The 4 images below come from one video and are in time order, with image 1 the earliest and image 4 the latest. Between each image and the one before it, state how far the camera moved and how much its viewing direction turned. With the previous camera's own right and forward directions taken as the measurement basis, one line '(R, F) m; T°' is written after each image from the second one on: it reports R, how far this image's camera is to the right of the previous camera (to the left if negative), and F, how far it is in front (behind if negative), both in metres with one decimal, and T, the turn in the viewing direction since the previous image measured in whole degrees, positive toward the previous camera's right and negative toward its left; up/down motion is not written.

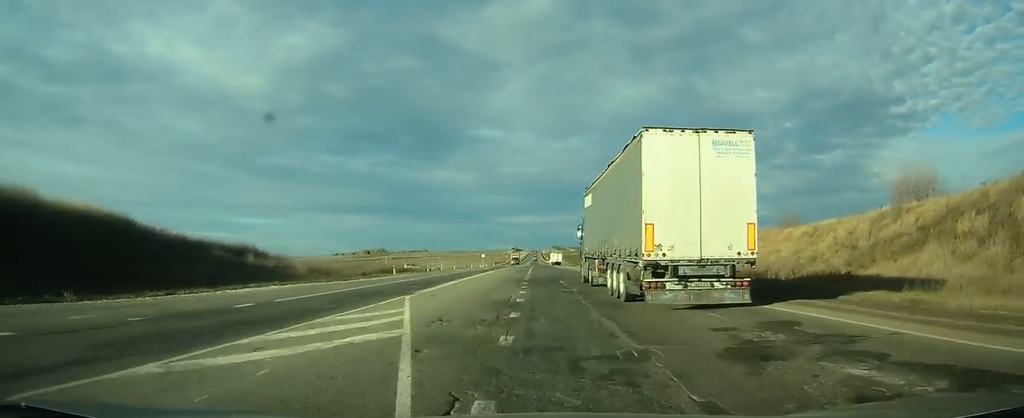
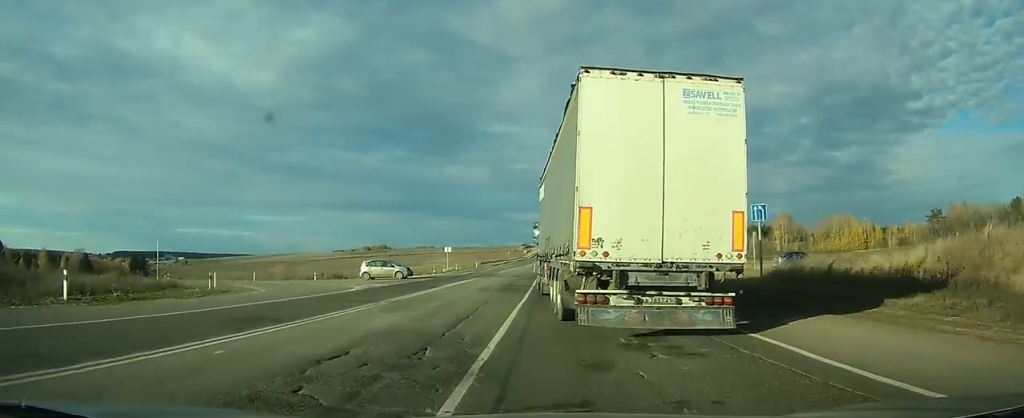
(-0.4, +80.6) m; -1°
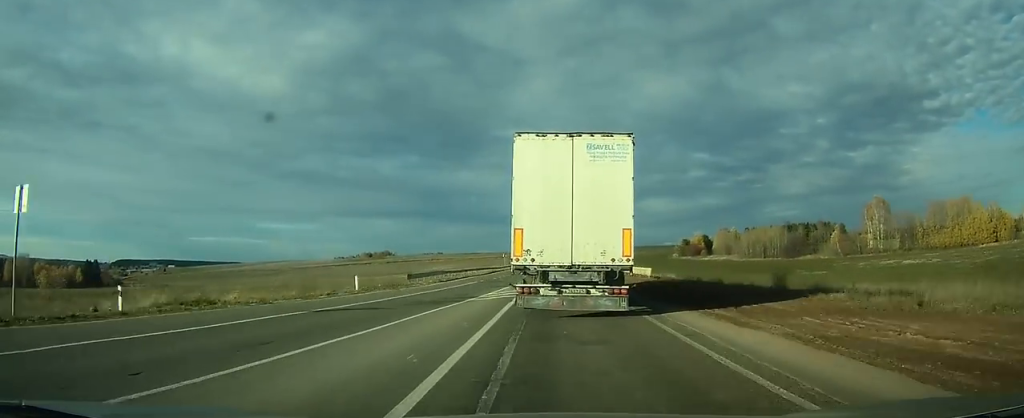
(-0.5, +71.4) m; -1°
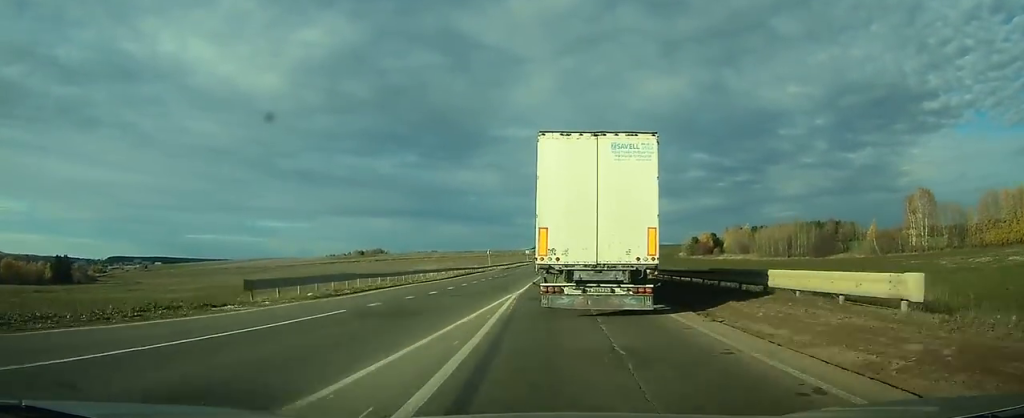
(-0.2, +26.3) m; -1°
